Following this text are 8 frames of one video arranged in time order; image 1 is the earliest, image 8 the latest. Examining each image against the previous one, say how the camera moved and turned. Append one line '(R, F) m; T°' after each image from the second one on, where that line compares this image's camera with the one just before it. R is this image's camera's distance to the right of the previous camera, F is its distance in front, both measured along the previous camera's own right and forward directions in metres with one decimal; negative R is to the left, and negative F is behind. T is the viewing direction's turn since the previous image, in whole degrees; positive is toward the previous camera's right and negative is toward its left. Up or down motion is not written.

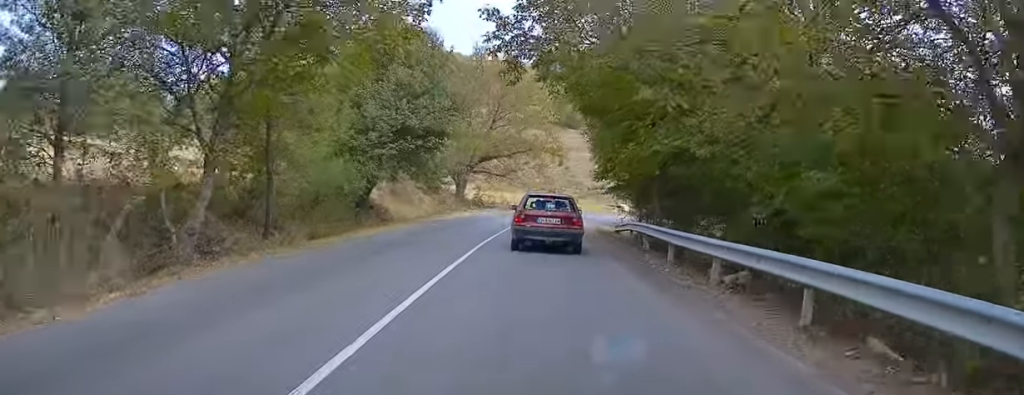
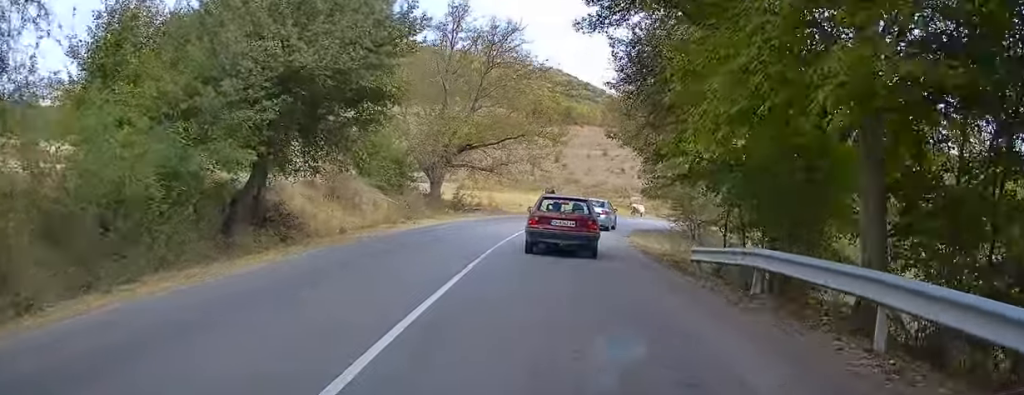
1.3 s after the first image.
(+0.3, +13.2) m; +2°
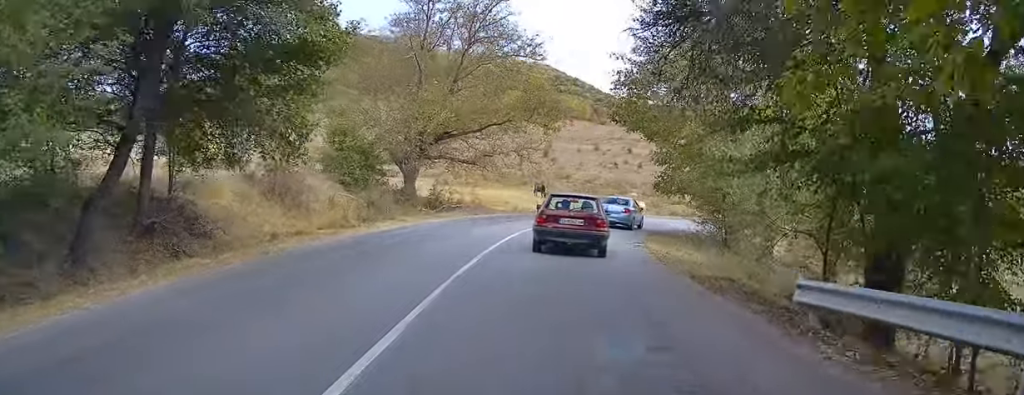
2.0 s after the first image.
(0.0, +6.2) m; +1°
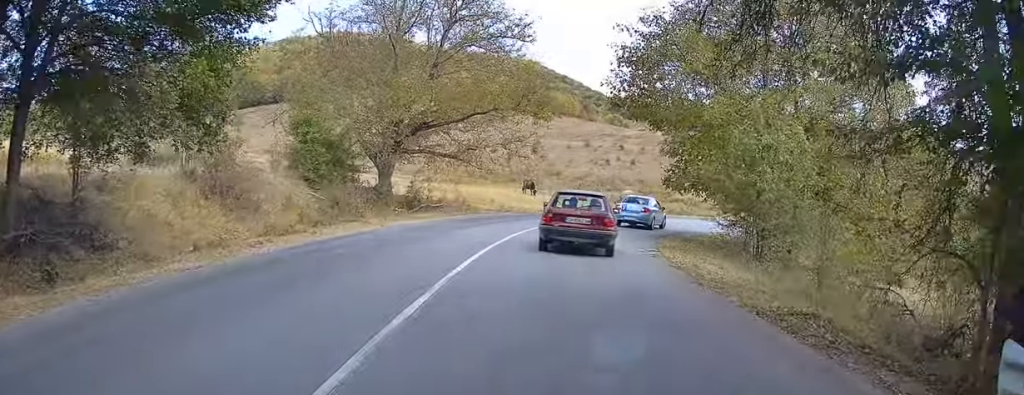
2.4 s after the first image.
(0.0, +4.2) m; +1°
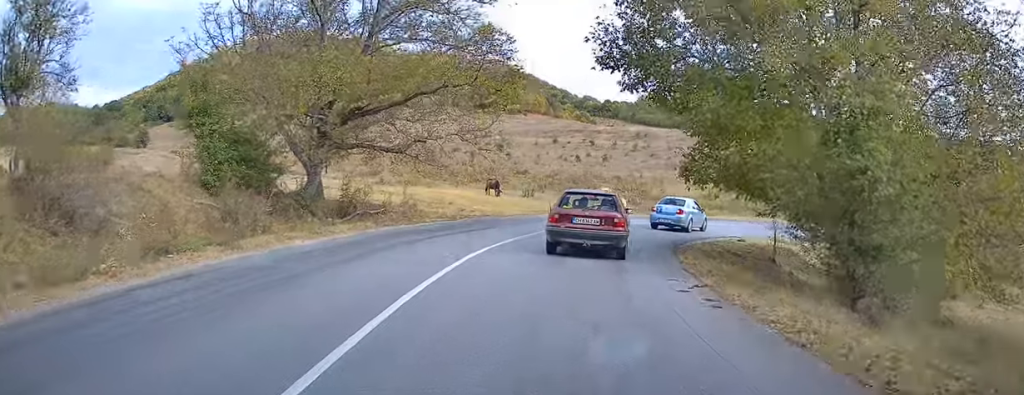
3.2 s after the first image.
(+0.2, +7.4) m; +4°
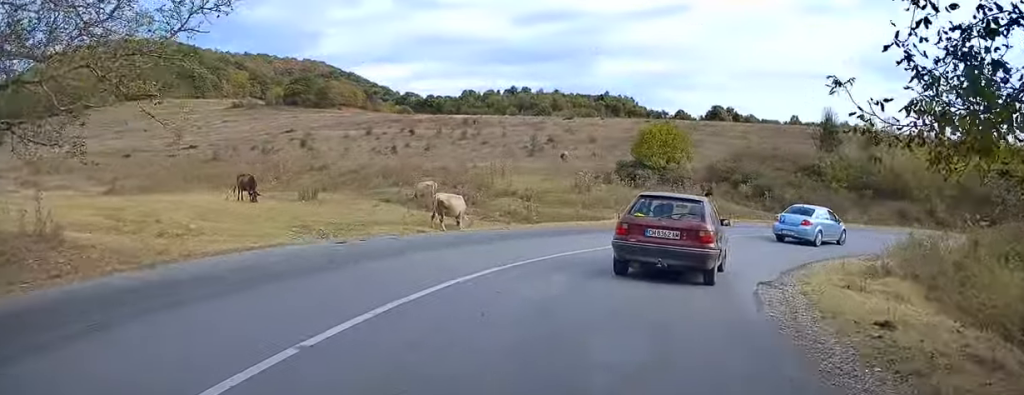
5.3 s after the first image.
(+2.3, +20.0) m; +18°
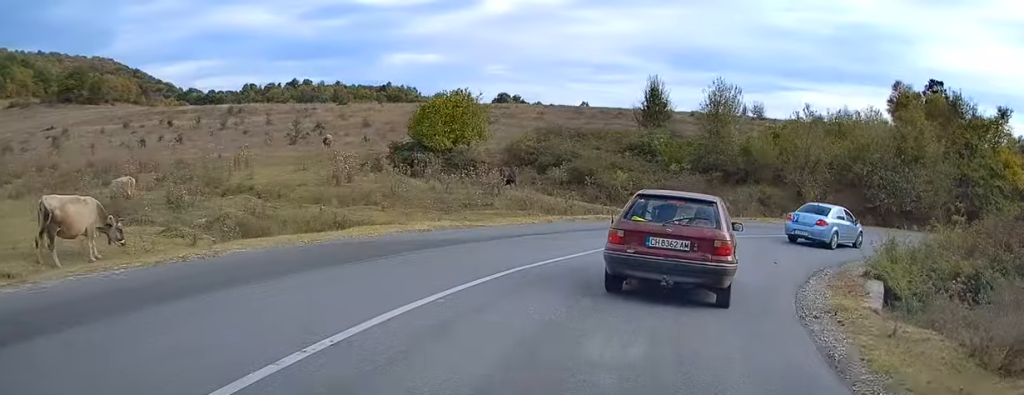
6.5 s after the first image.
(+1.7, +10.7) m; +20°
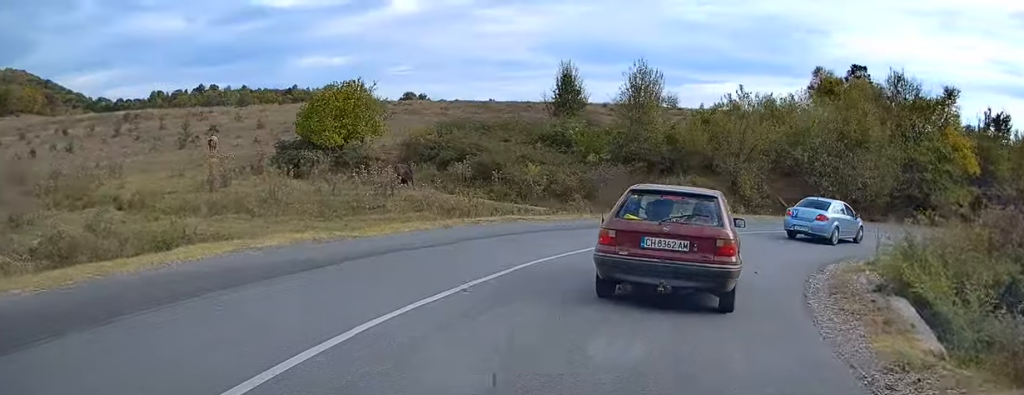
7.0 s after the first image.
(+0.4, +3.9) m; +7°
